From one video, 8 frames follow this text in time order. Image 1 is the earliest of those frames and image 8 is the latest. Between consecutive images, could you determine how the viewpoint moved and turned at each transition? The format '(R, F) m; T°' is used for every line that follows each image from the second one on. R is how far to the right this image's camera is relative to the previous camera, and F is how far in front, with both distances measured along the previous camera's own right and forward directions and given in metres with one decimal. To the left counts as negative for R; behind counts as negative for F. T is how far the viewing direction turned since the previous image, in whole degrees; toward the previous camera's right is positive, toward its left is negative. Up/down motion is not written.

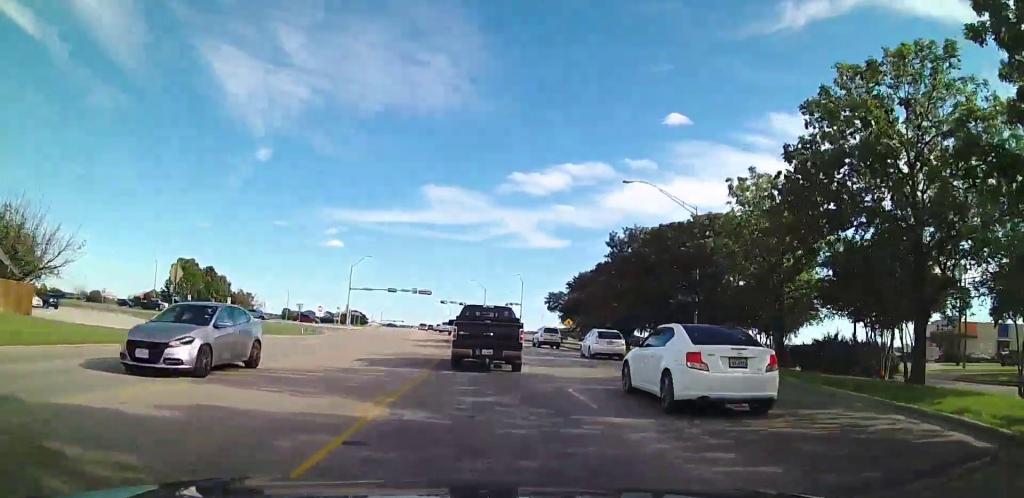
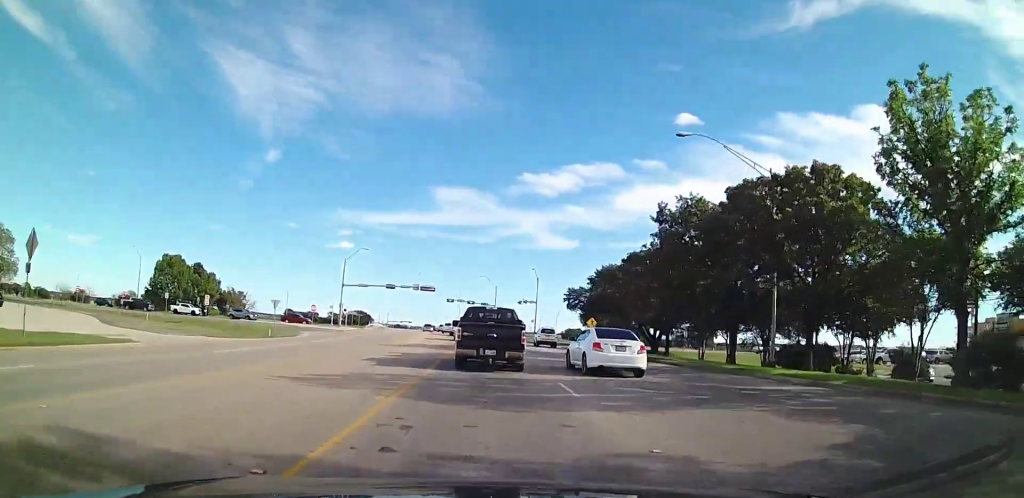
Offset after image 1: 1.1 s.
(-0.1, +9.4) m; 0°
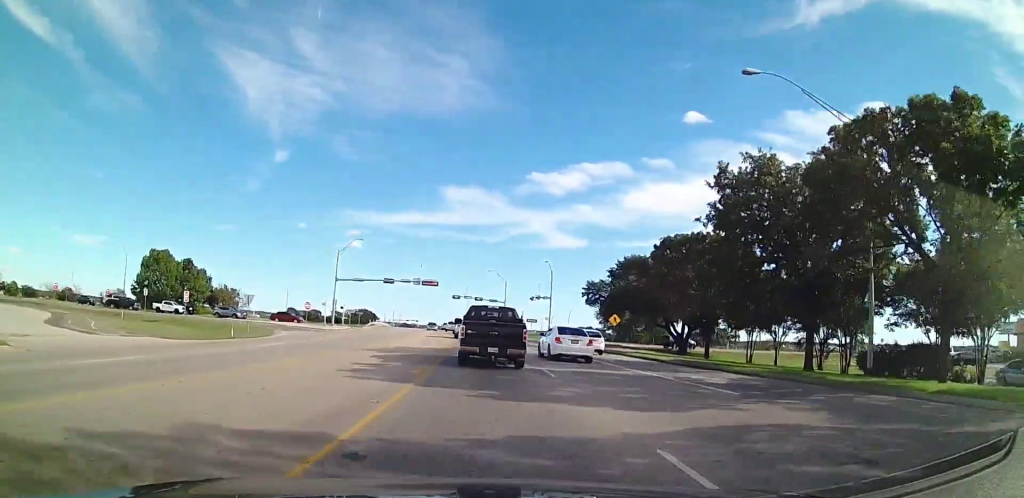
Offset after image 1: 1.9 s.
(0.0, +7.3) m; 0°
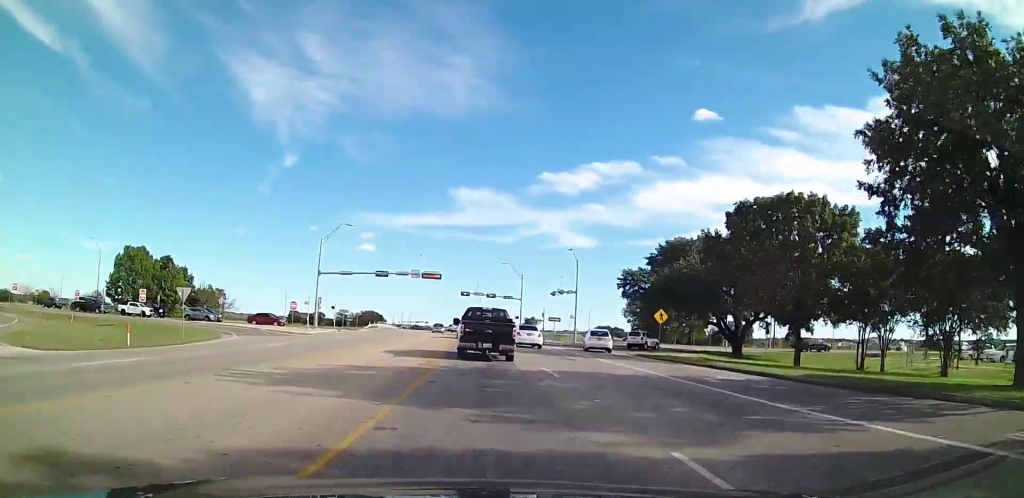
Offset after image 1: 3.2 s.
(0.0, +11.5) m; 0°
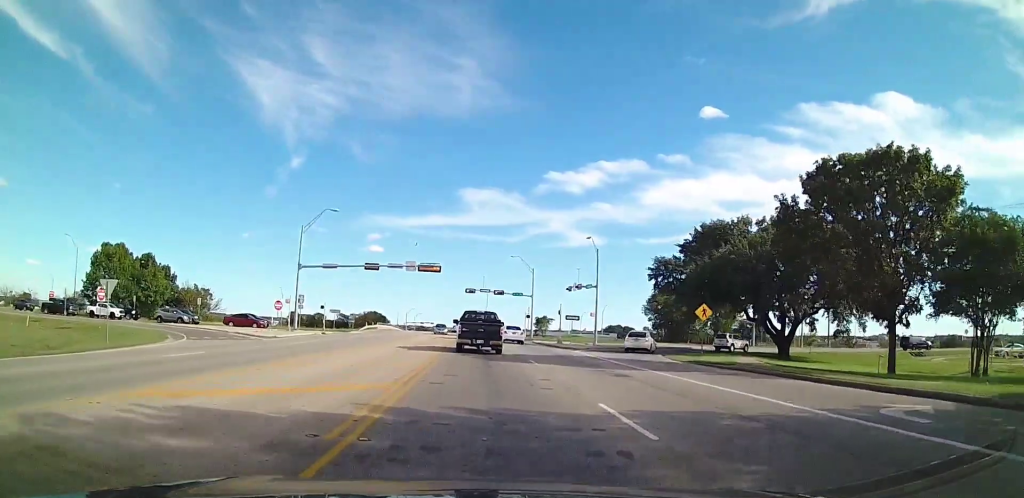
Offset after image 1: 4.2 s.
(0.0, +8.0) m; 0°
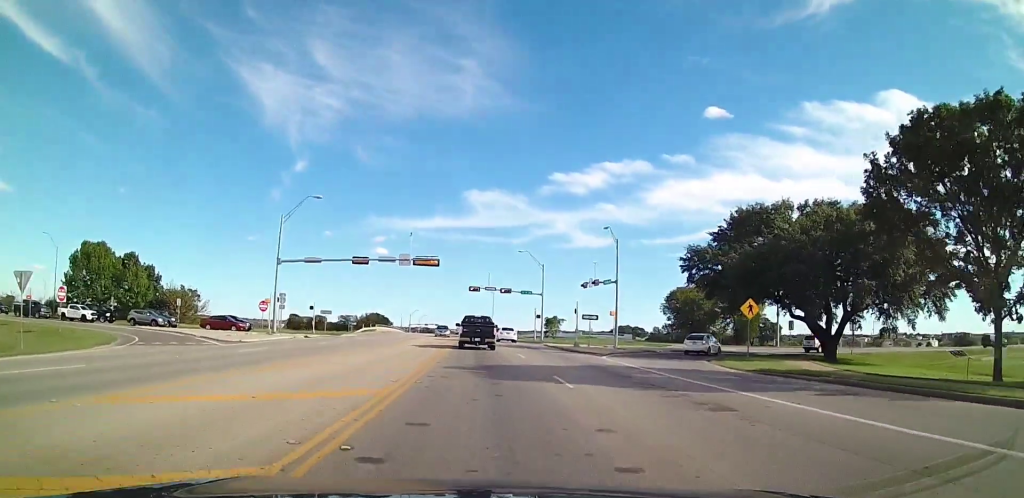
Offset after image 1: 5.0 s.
(0.0, +6.6) m; 0°
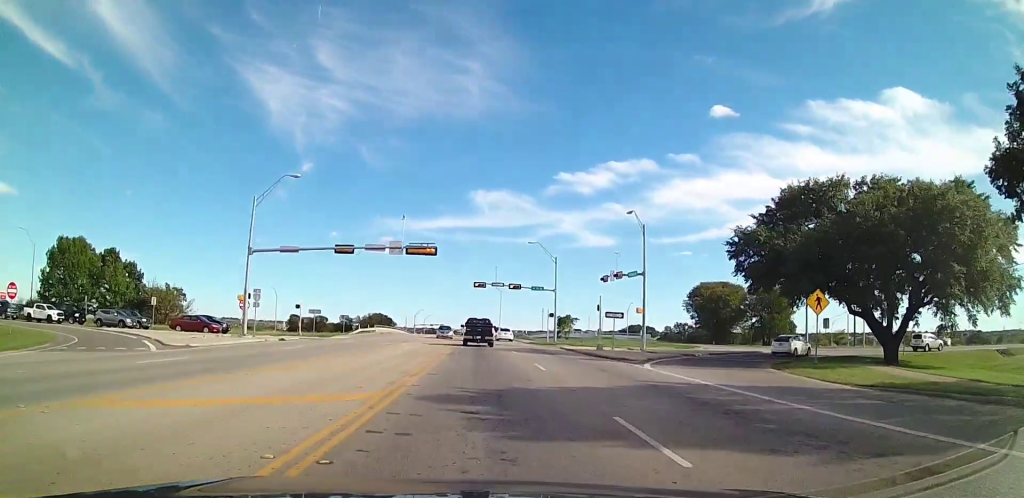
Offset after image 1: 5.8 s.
(0.0, +6.6) m; 0°
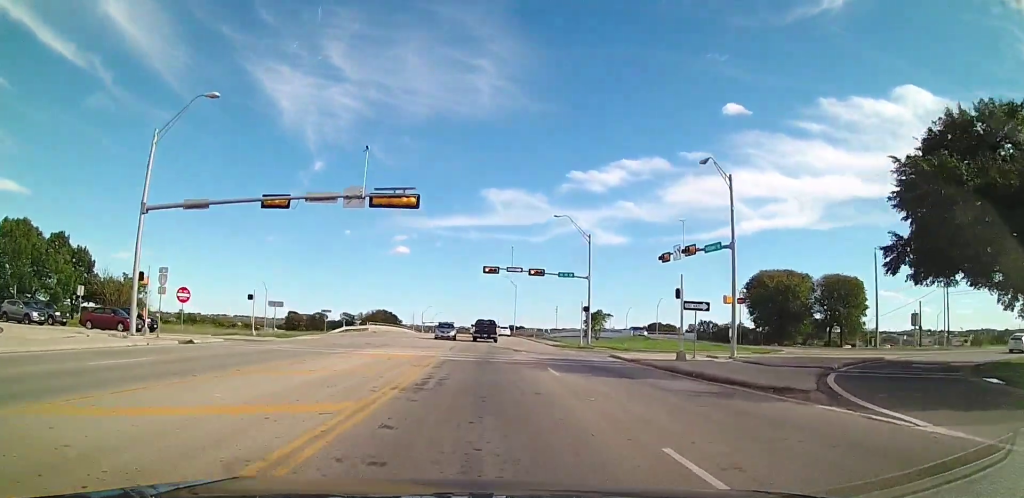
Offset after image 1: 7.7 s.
(0.0, +13.5) m; 0°
